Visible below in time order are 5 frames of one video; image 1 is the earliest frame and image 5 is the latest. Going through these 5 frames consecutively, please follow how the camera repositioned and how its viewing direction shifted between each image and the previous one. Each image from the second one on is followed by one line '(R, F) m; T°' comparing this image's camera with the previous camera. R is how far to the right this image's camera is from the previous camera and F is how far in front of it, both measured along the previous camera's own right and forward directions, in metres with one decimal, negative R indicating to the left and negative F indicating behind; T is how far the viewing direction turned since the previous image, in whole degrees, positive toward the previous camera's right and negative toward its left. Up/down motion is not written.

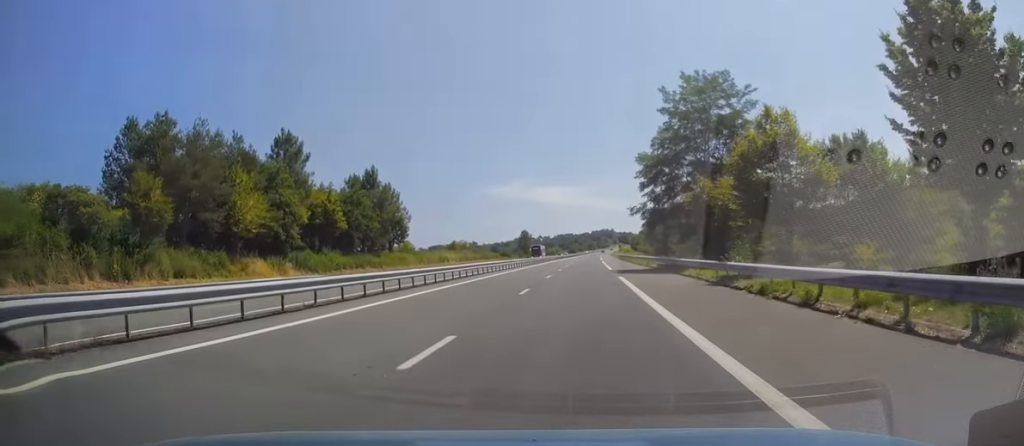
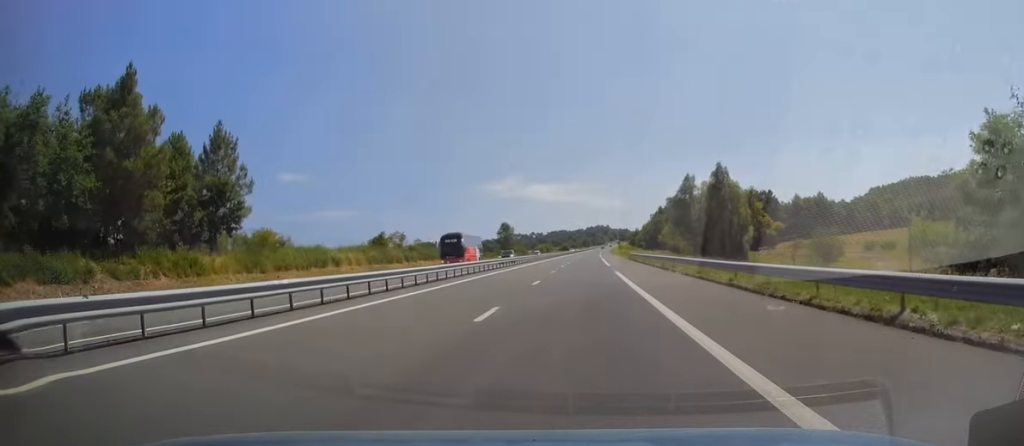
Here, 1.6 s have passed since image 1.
(-0.6, +47.6) m; 0°
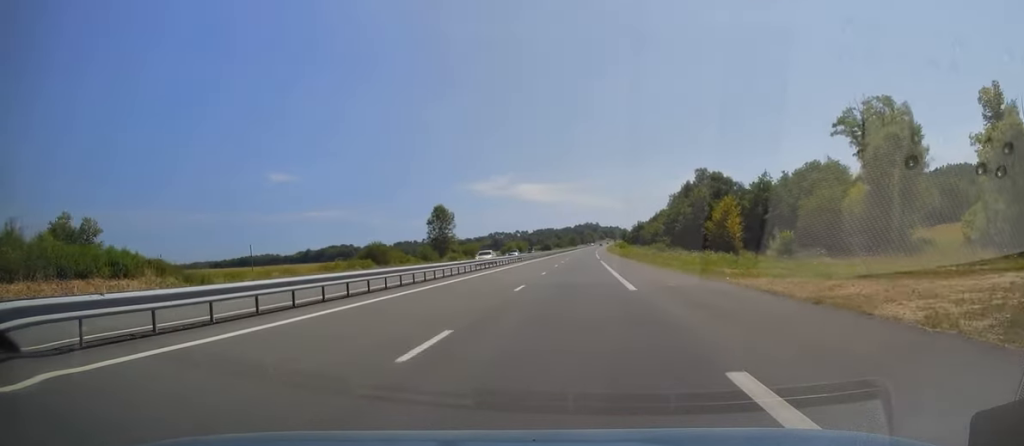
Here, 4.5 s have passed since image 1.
(+1.9, +83.0) m; +1°
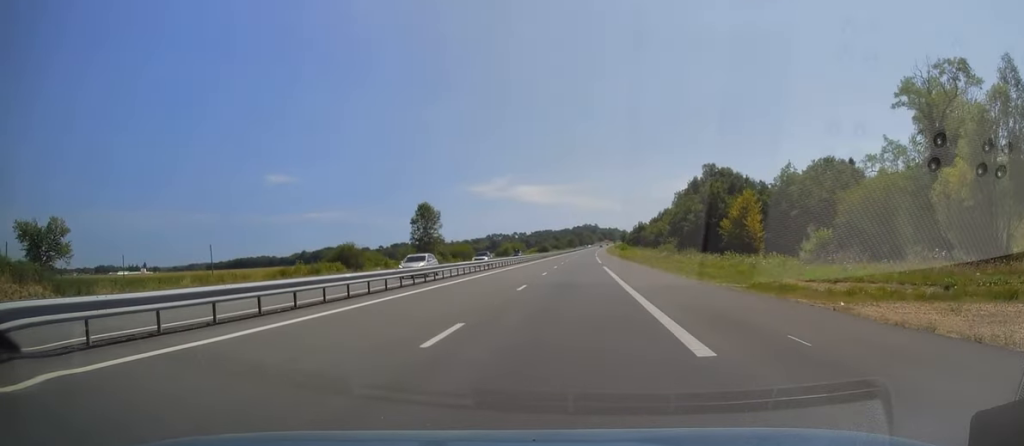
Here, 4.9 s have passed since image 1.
(0.0, +11.7) m; 0°
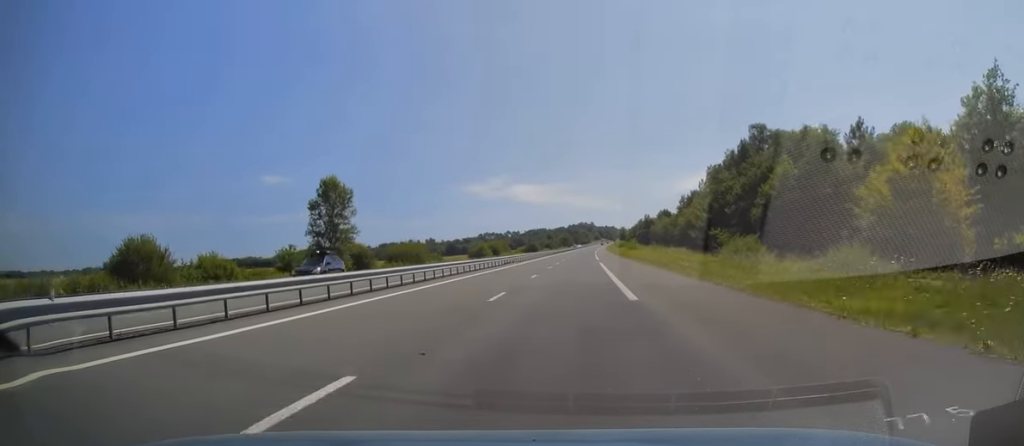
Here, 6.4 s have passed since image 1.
(+0.5, +45.0) m; +1°
